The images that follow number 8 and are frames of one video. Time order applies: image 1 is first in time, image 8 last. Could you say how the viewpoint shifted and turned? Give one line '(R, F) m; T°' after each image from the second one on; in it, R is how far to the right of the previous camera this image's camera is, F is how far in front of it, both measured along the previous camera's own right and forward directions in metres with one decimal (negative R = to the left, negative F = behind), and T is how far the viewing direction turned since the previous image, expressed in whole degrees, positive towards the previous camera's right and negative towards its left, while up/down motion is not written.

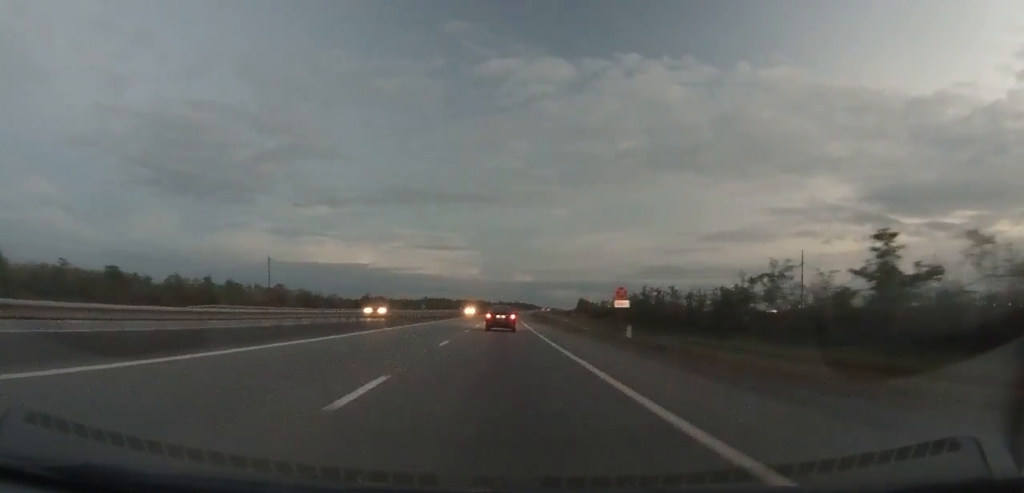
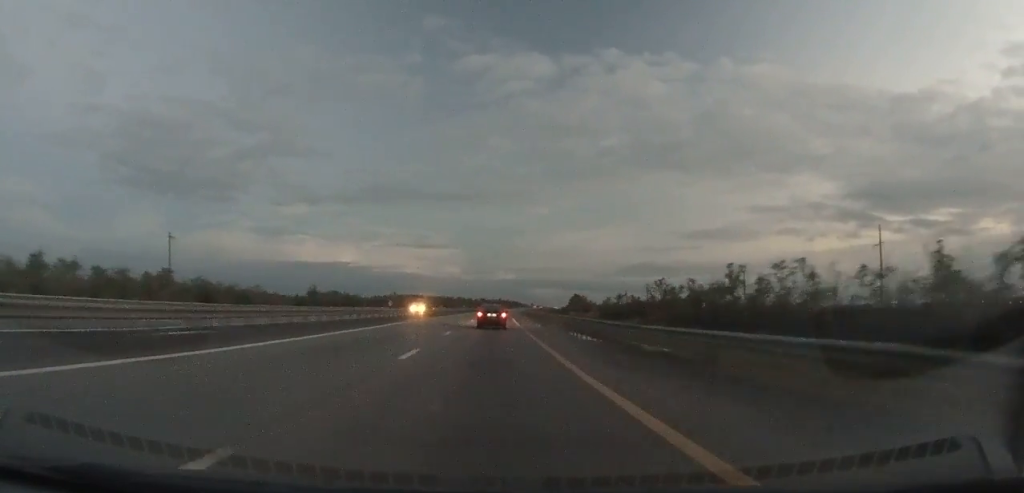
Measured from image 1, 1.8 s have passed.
(+0.3, +55.0) m; +1°
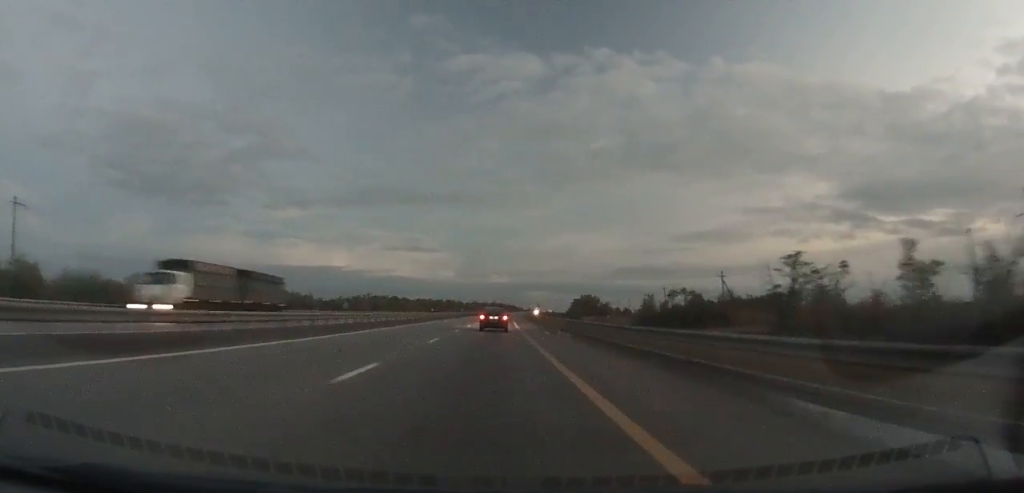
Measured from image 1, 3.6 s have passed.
(+0.7, +53.4) m; +1°
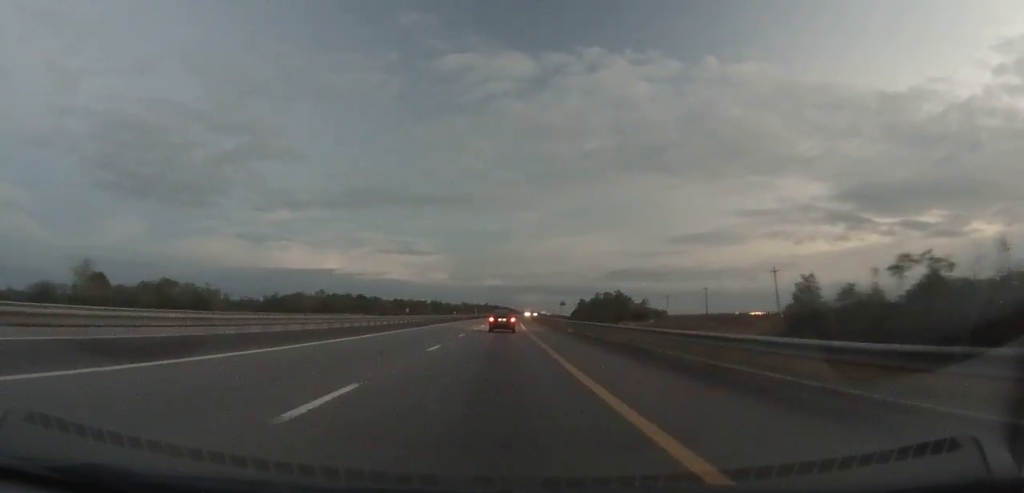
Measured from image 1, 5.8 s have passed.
(+0.6, +65.8) m; +1°
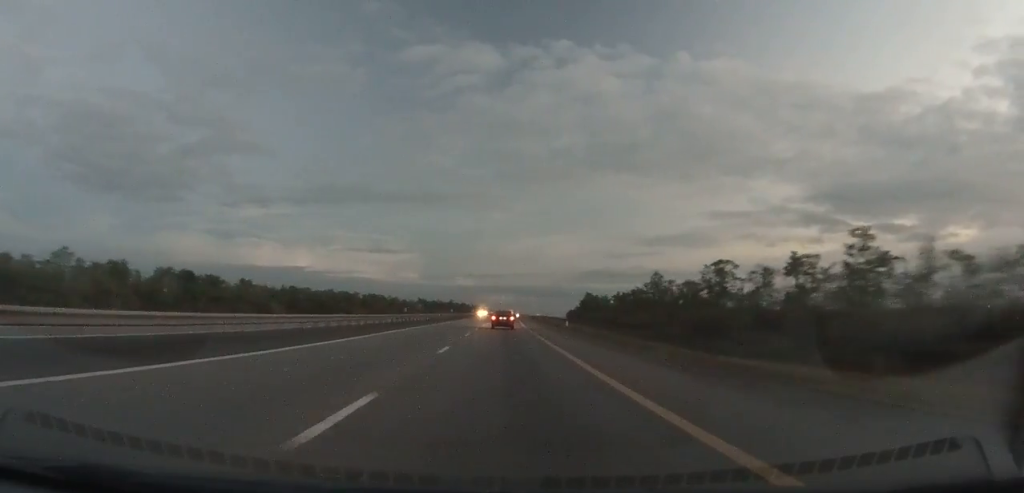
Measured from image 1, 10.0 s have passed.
(+2.2, +124.6) m; +3°
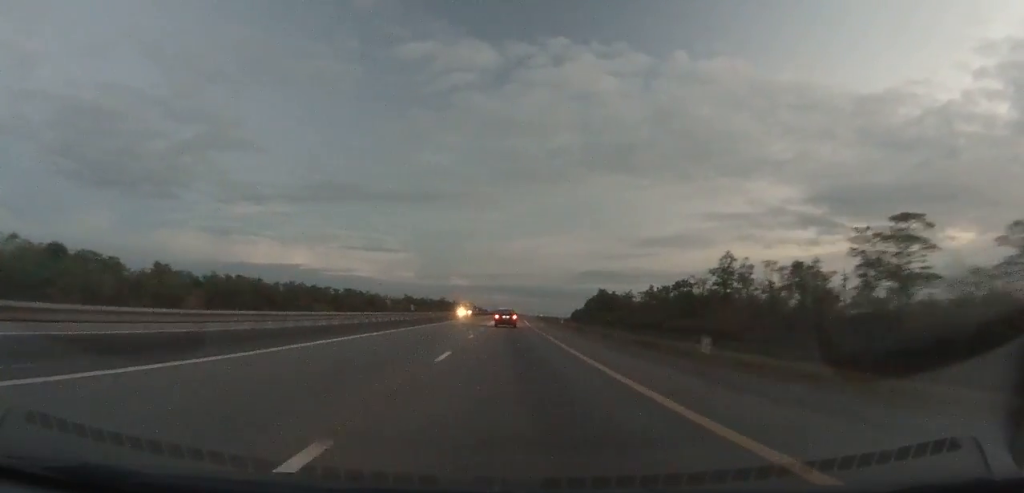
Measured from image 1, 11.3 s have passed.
(+0.5, +38.3) m; +1°
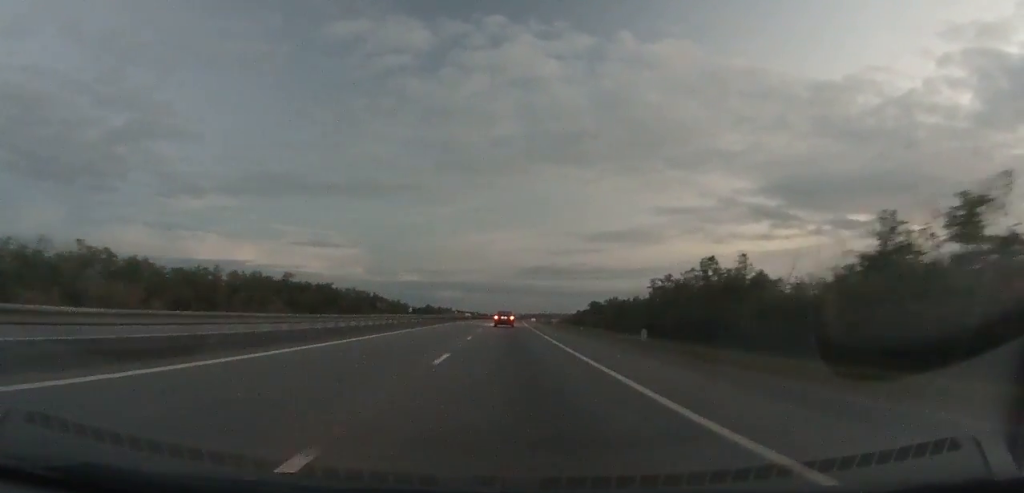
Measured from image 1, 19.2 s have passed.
(+9.9, +243.7) m; +4°
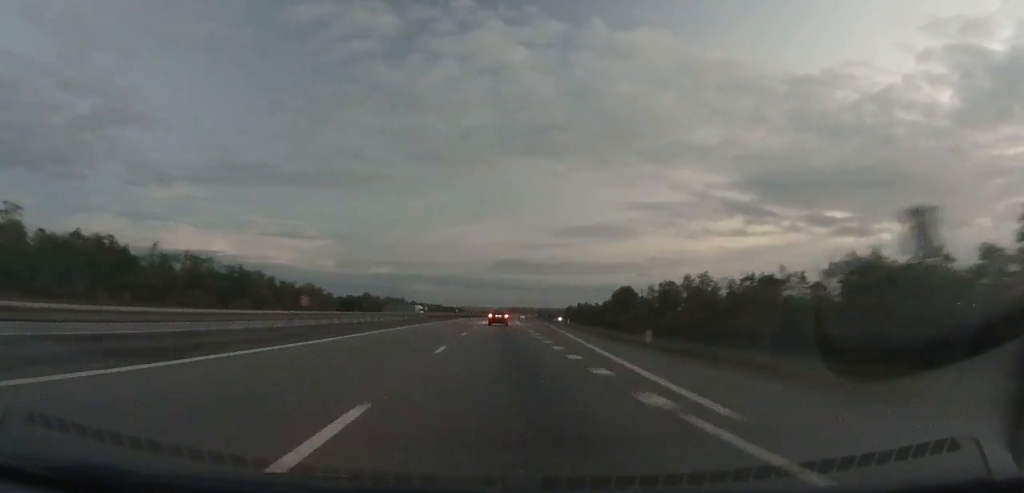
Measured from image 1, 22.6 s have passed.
(+1.5, +103.8) m; +2°
